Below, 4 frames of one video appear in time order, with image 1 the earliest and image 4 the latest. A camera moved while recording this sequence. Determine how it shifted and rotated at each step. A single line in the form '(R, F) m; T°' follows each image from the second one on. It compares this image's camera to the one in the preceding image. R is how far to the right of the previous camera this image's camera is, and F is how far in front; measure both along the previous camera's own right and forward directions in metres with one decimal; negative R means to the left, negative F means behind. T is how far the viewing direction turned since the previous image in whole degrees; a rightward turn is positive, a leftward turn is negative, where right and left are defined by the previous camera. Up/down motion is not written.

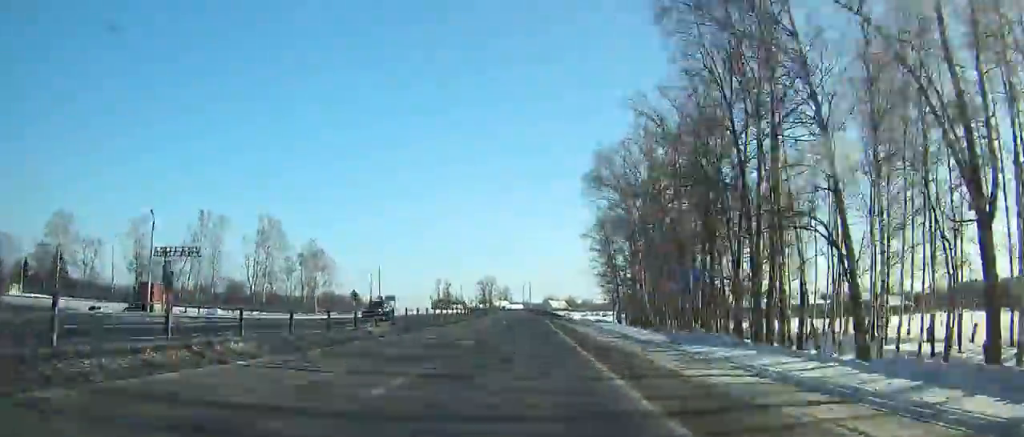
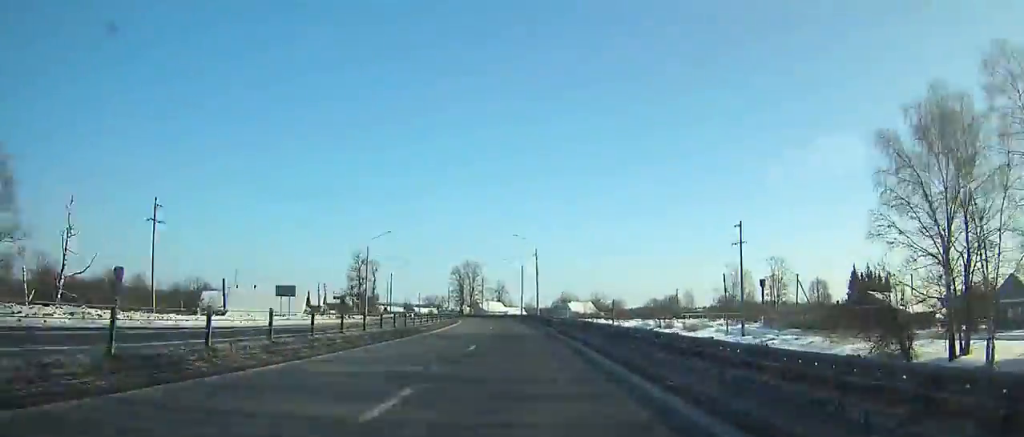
(-0.5, +109.1) m; -2°
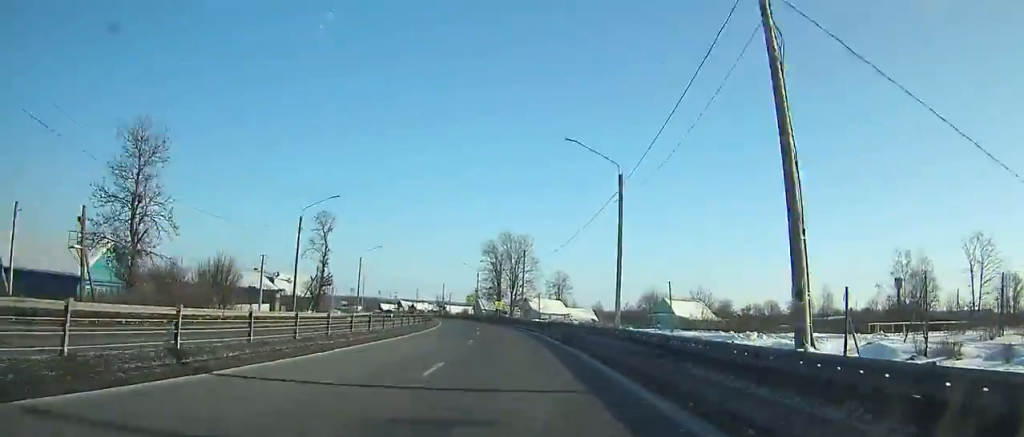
(-2.7, +66.5) m; -6°
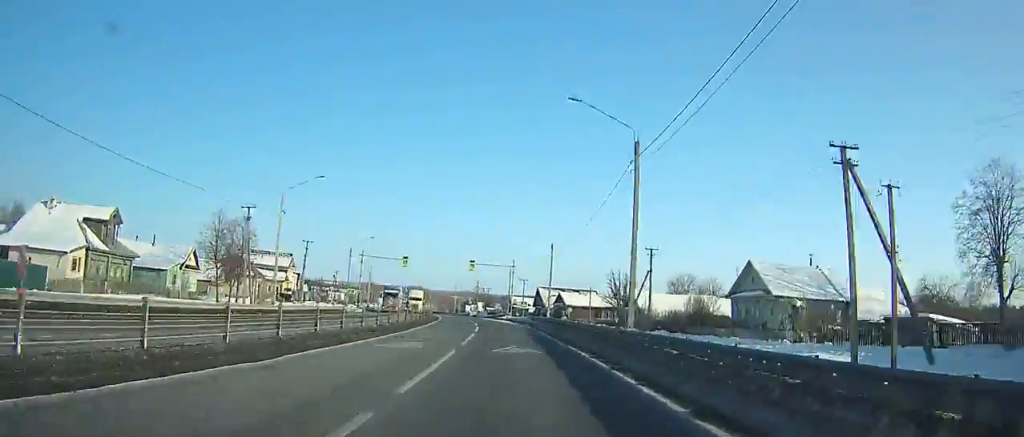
(-18.8, +126.4) m; -17°
